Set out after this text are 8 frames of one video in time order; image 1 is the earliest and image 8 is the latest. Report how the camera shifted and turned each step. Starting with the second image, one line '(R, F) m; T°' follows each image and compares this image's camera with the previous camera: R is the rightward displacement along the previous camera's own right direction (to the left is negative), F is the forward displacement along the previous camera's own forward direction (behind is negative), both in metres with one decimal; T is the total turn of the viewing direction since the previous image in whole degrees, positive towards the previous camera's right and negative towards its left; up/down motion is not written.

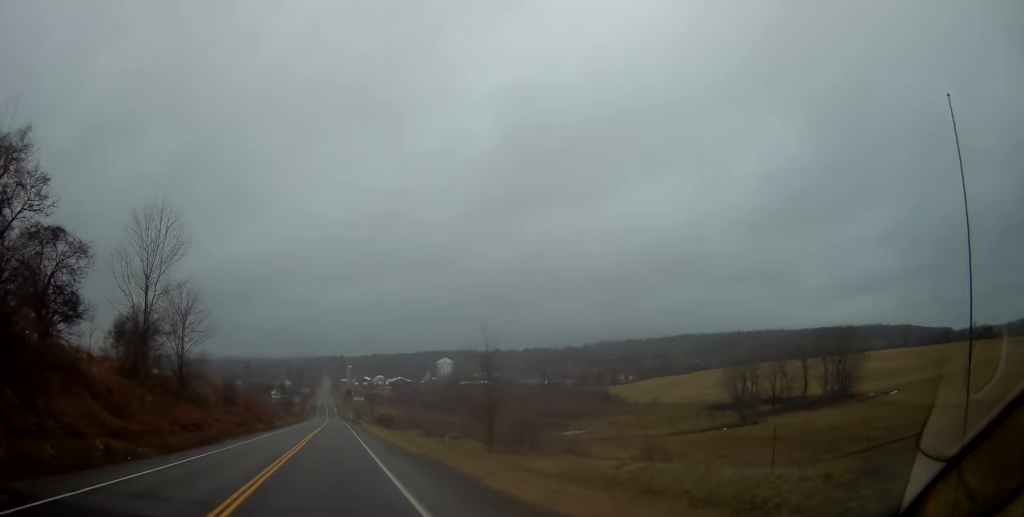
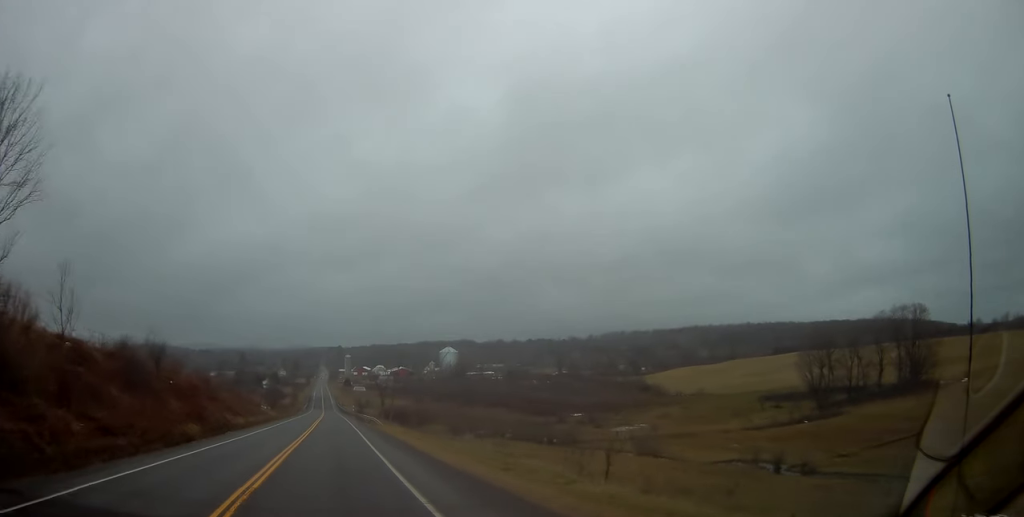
(+0.2, +31.9) m; +1°
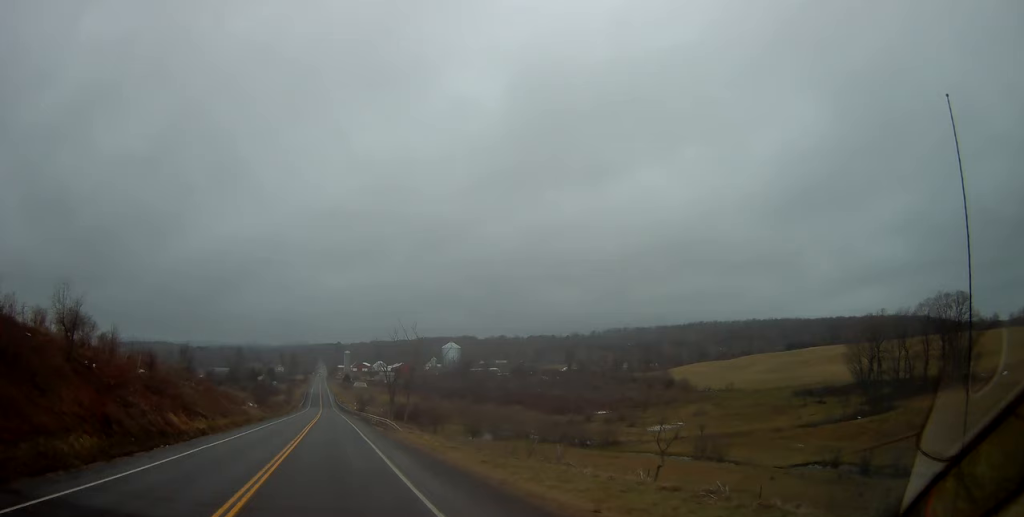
(+0.1, +17.0) m; 0°
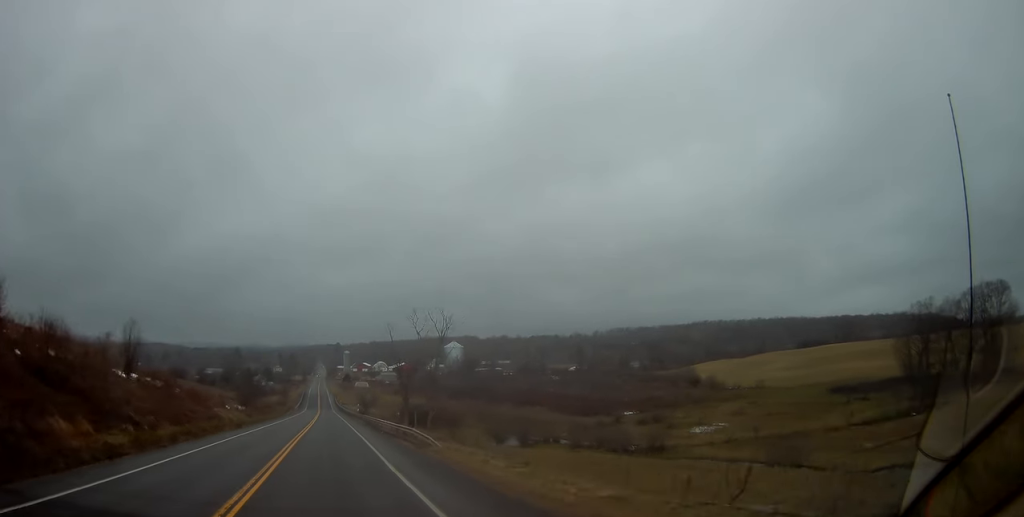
(0.0, +15.4) m; 0°
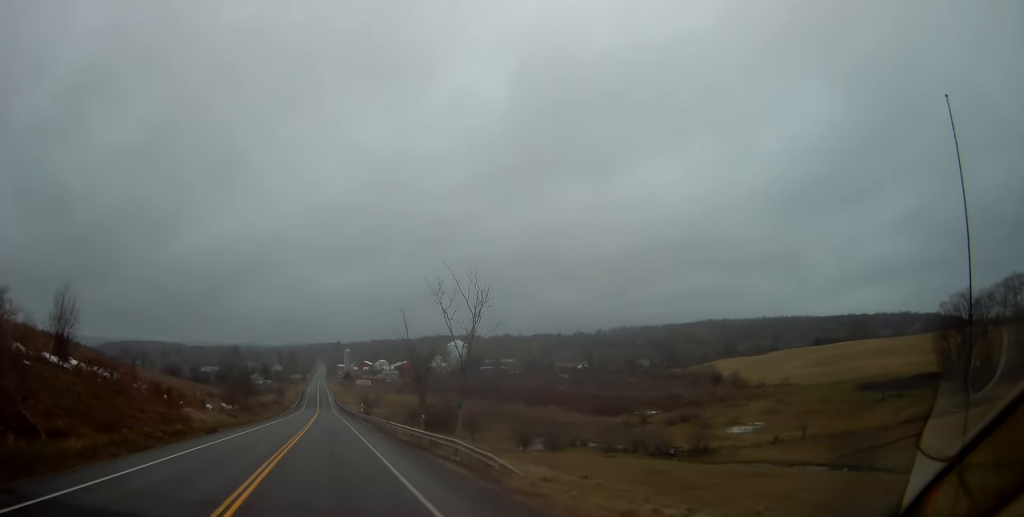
(0.0, +11.2) m; 0°
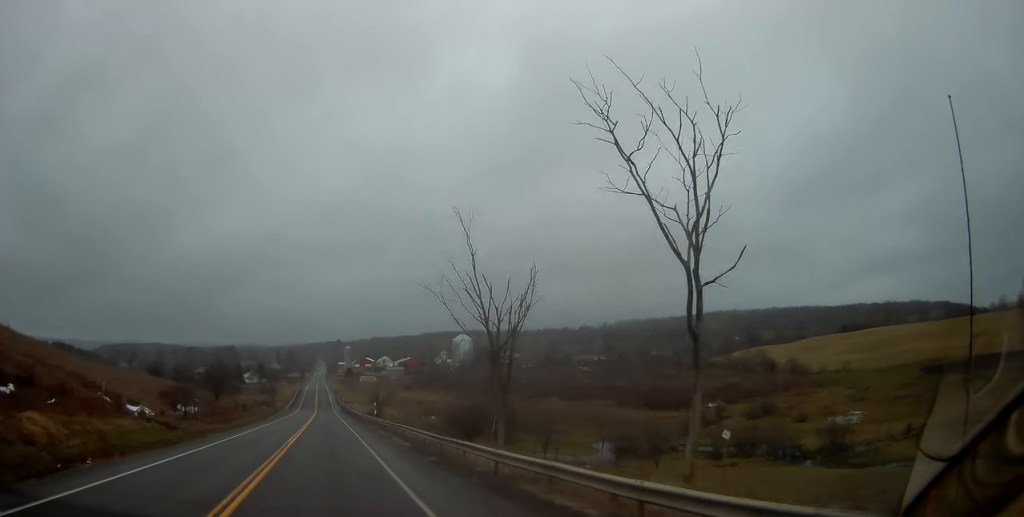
(0.0, +24.3) m; 0°
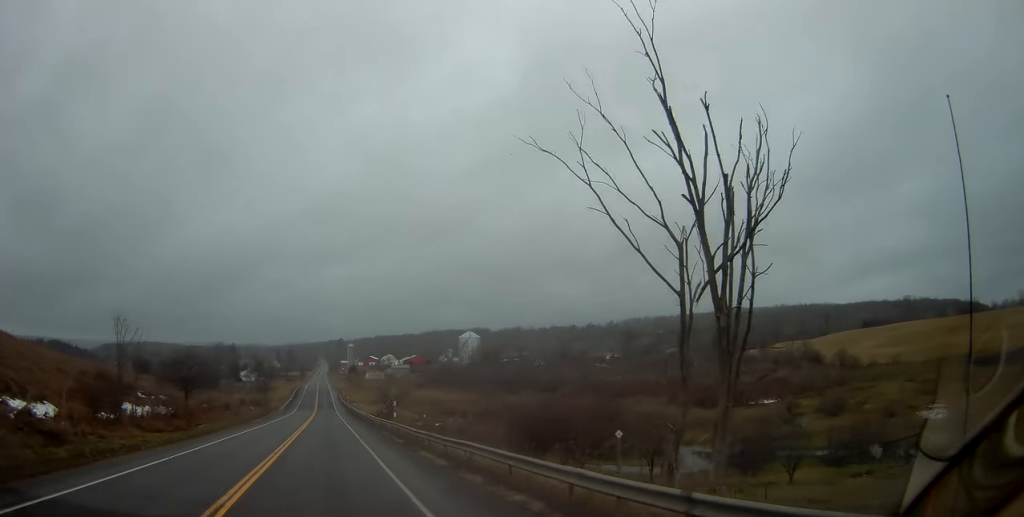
(0.0, +16.5) m; 0°
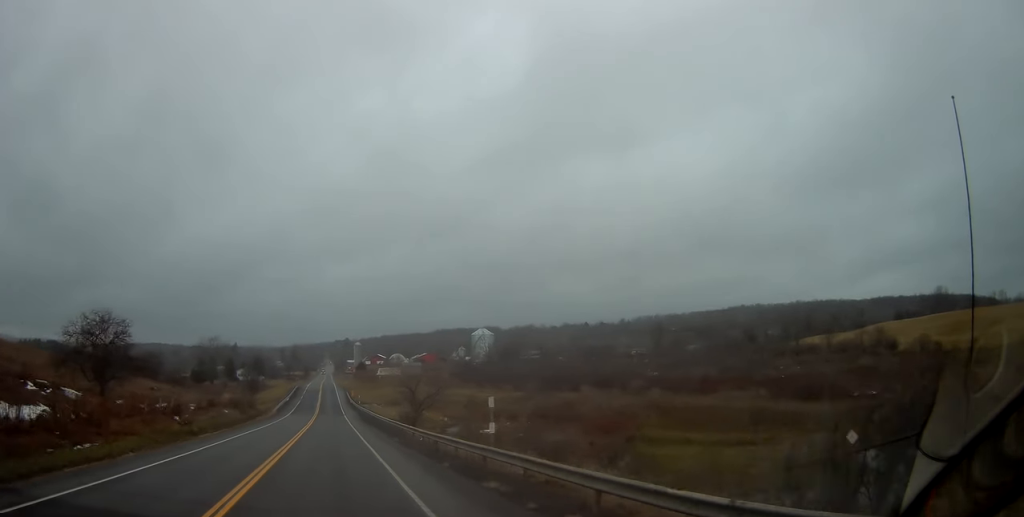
(+0.1, +23.5) m; -1°
